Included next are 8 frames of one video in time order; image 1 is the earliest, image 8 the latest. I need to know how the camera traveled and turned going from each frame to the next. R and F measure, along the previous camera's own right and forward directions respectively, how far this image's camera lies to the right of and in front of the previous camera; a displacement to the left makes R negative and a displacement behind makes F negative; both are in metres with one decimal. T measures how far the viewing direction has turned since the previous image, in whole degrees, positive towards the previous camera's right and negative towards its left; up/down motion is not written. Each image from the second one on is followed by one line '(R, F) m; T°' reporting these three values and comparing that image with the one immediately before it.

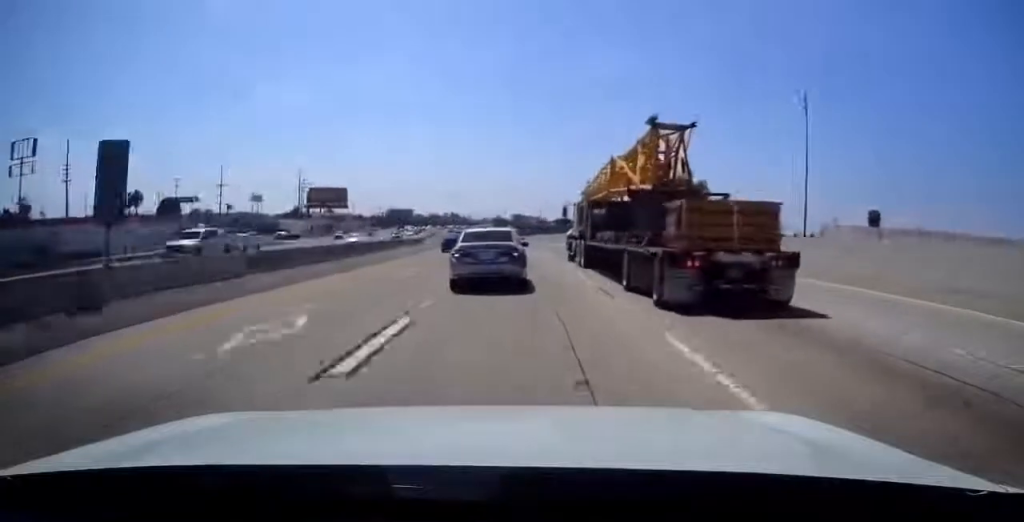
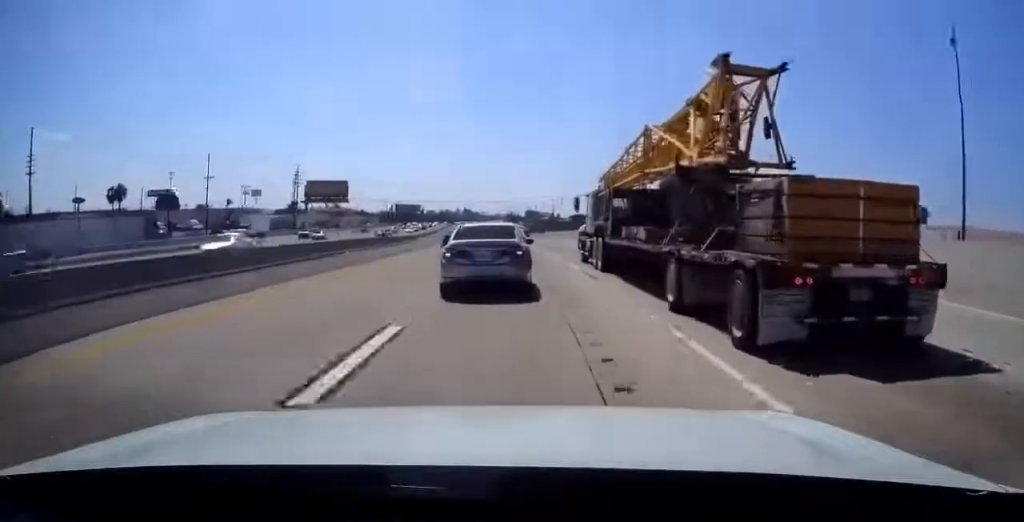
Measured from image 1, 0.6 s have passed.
(0.0, +15.2) m; 0°
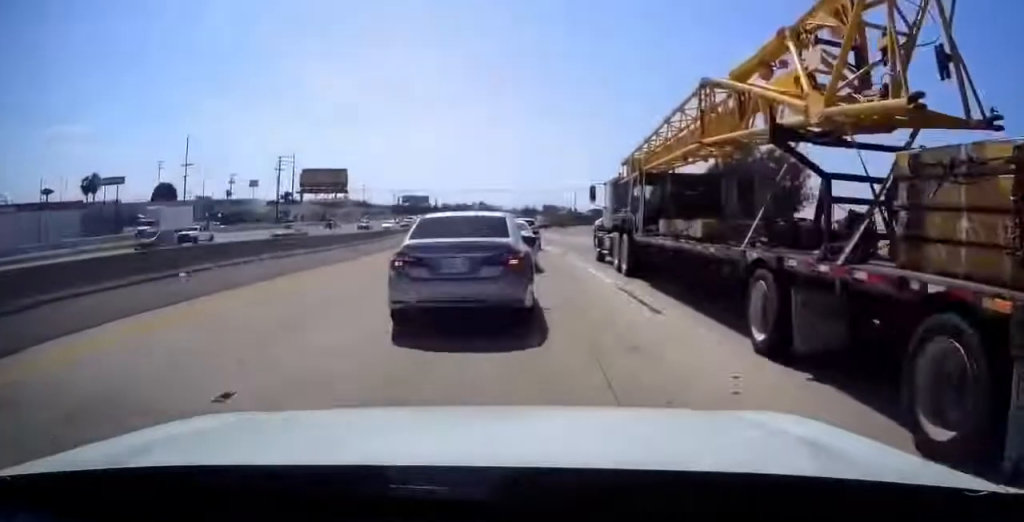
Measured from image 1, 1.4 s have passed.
(0.0, +20.6) m; +1°
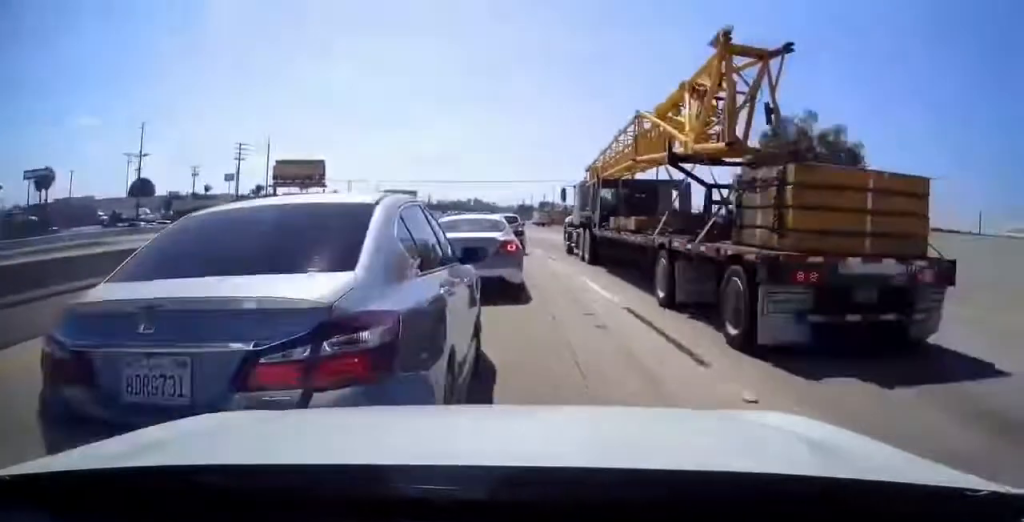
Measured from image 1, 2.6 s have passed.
(+0.5, +28.5) m; +1°
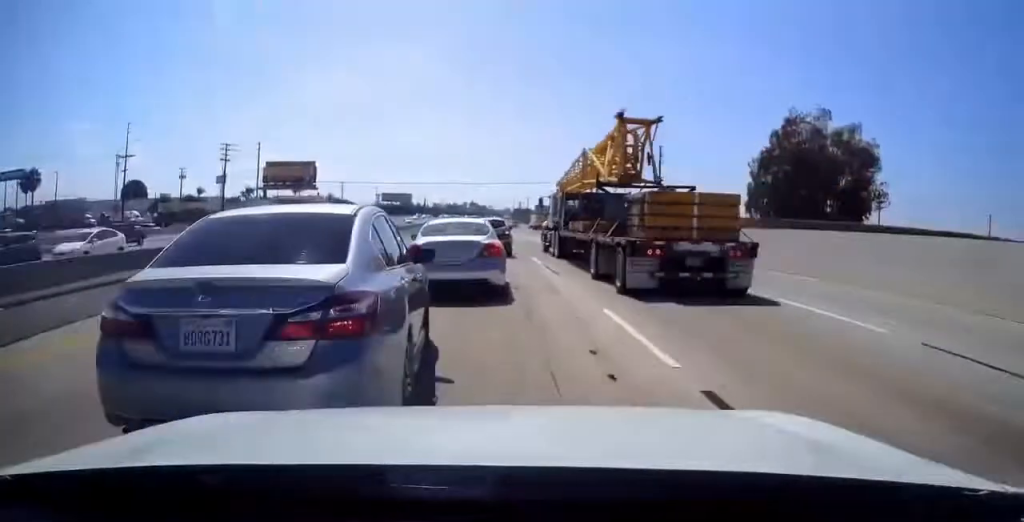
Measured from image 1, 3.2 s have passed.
(0.0, +12.0) m; 0°
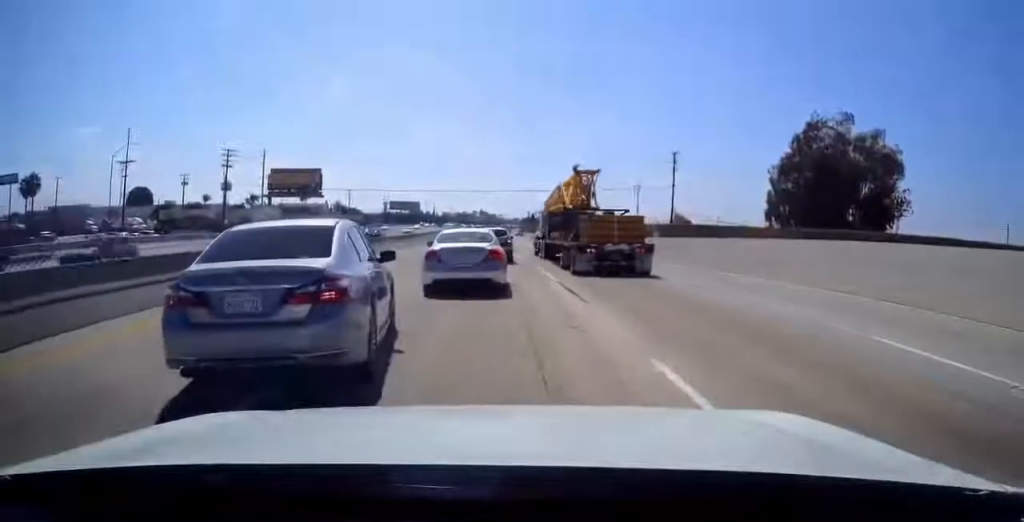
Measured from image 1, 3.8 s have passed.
(0.0, +13.9) m; 0°
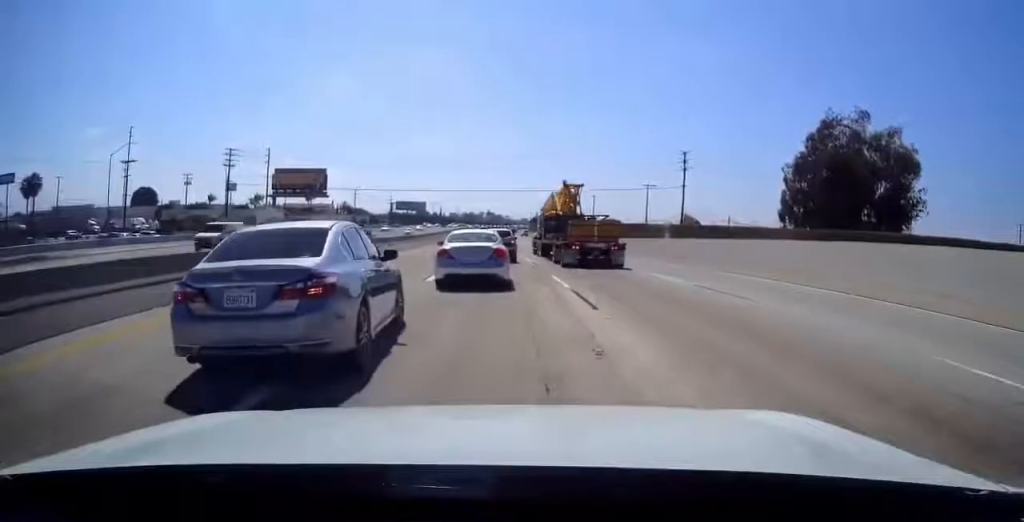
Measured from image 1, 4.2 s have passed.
(+0.1, +8.1) m; -1°
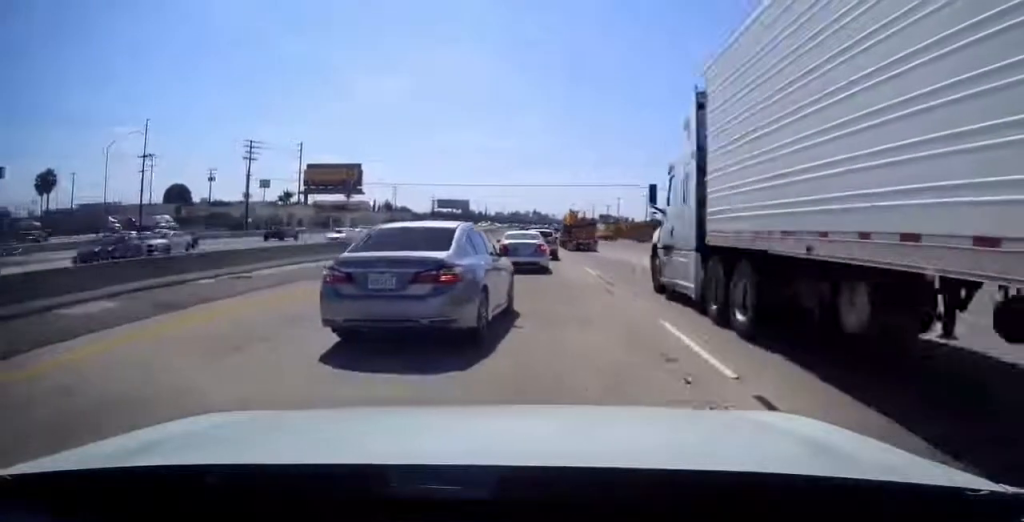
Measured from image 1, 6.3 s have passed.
(-1.3, +39.9) m; -5°
